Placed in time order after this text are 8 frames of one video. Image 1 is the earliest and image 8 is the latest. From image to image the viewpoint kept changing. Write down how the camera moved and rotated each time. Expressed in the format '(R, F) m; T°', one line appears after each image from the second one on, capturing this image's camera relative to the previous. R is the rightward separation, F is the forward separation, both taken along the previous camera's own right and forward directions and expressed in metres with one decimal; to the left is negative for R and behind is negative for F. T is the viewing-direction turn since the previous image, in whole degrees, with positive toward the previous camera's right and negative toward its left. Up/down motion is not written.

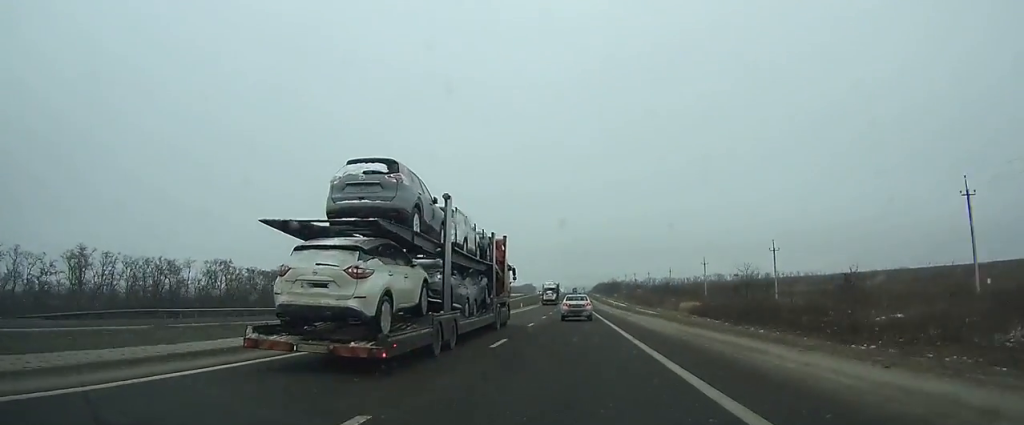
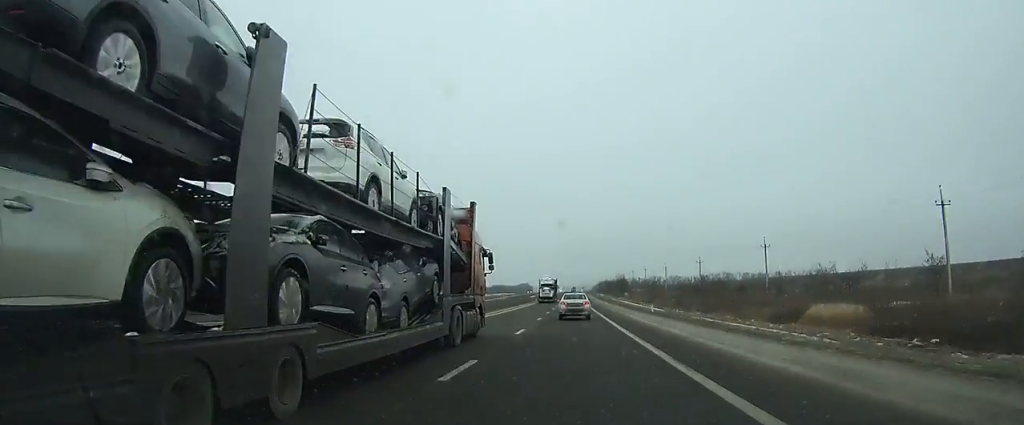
(0.0, +41.9) m; 0°
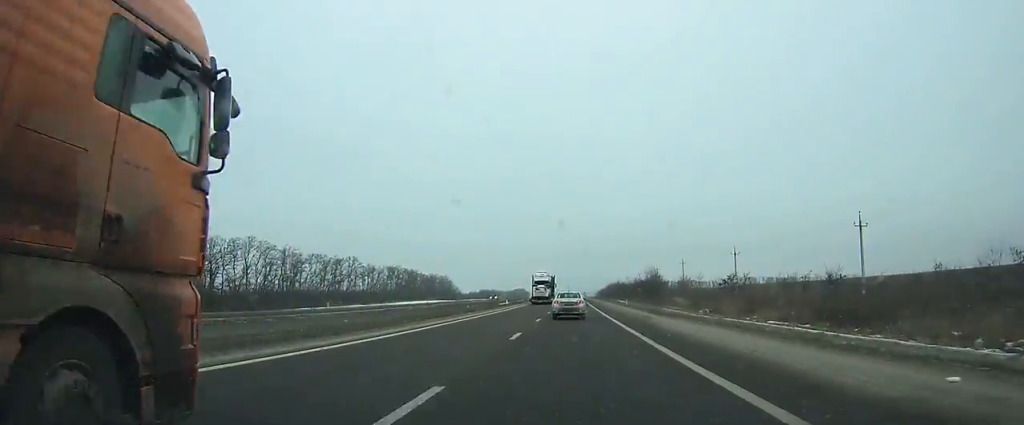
(-0.1, +74.7) m; 0°
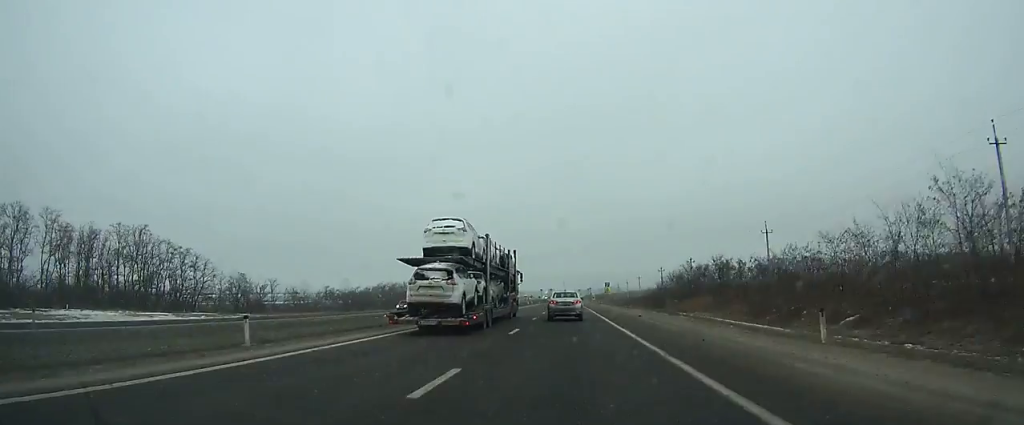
(+0.4, +251.0) m; 0°
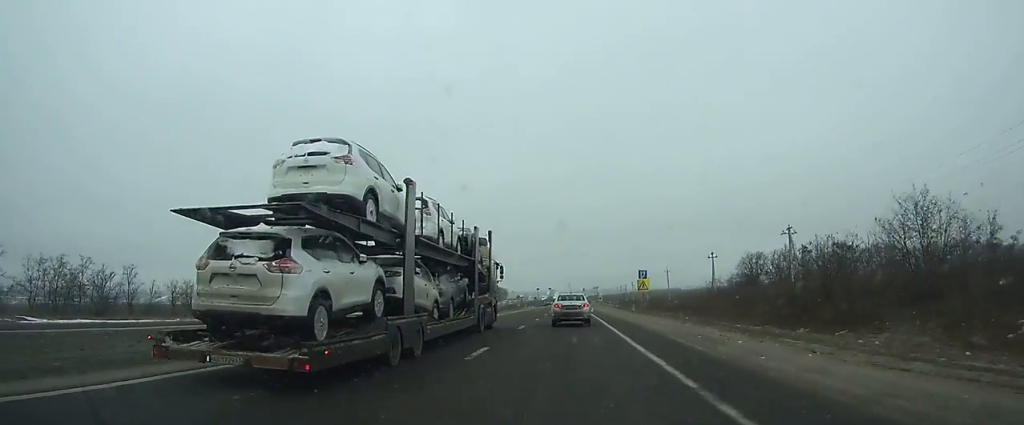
(+0.1, +56.0) m; 0°
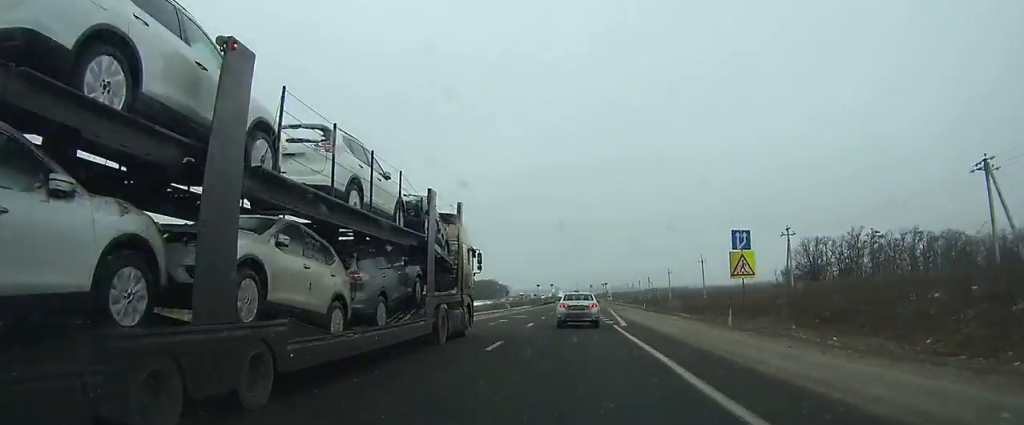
(0.0, +35.5) m; 0°
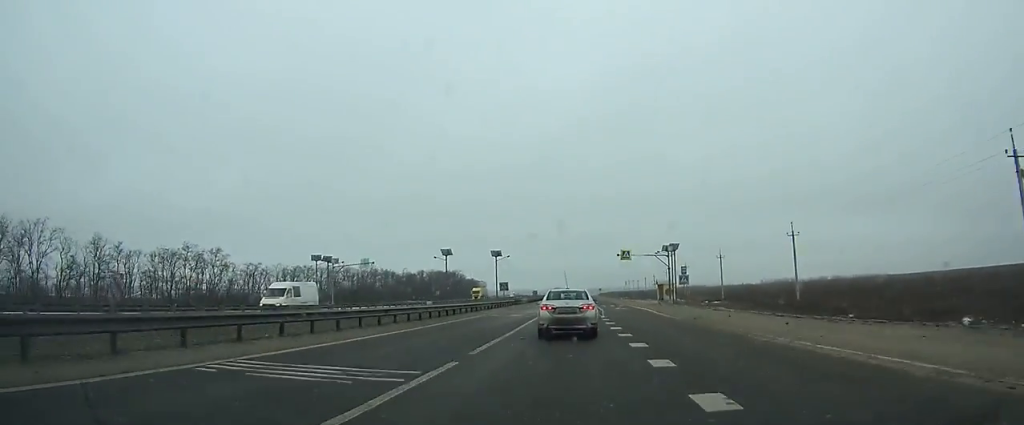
(-0.4, +170.3) m; 0°
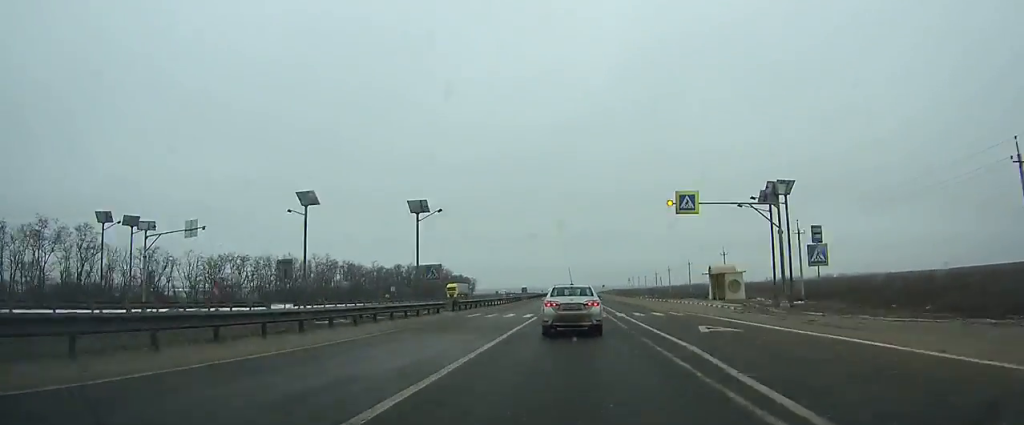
(-0.1, +39.3) m; 0°
